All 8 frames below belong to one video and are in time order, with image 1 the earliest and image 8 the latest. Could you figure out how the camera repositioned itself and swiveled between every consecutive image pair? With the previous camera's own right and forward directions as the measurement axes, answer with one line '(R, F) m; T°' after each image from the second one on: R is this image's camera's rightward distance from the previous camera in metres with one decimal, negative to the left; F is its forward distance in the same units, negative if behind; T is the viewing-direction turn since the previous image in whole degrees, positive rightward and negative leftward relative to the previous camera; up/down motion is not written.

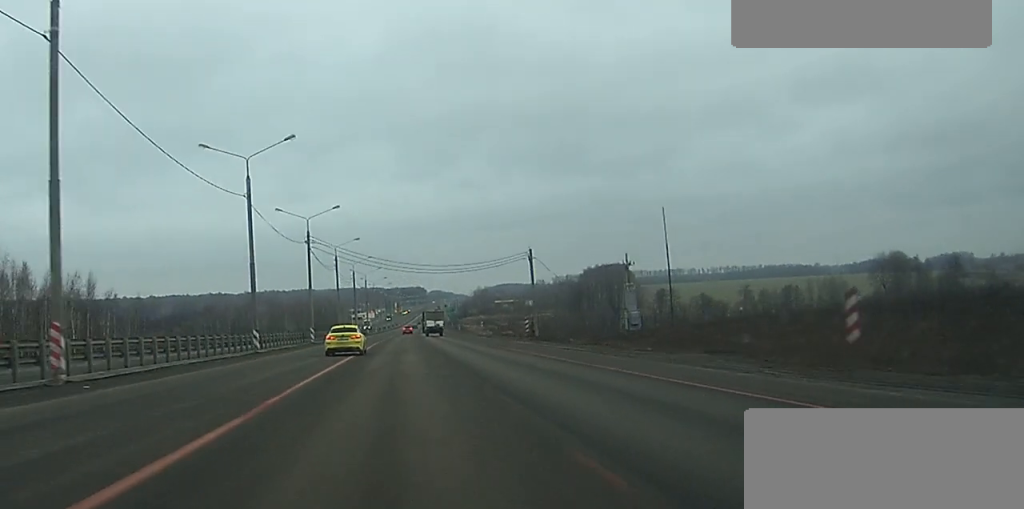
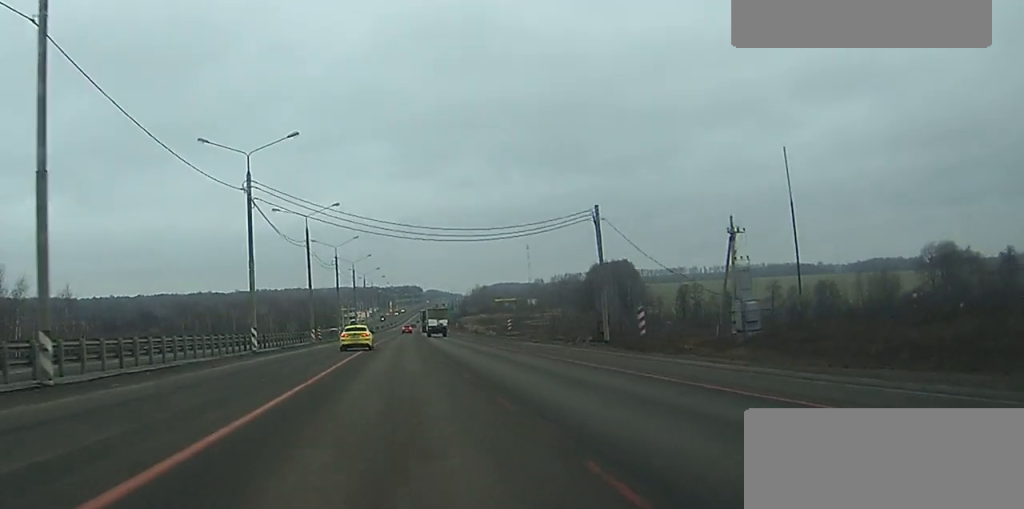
(0.0, +32.7) m; 0°
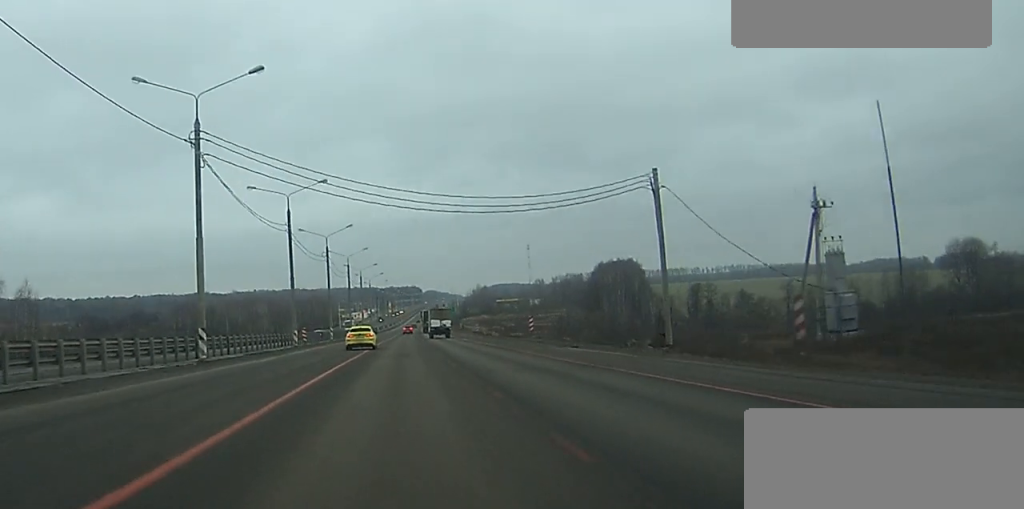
(+0.1, +14.1) m; 0°
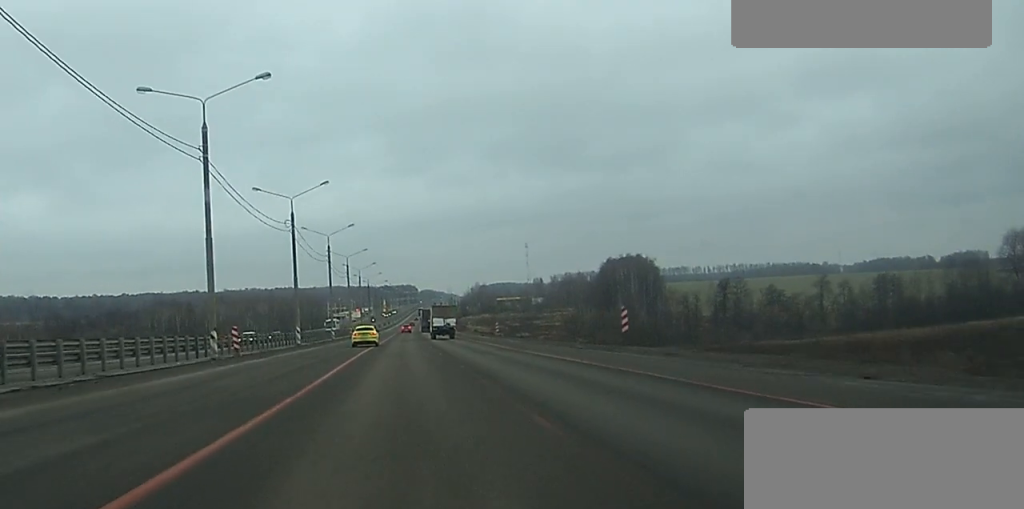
(+0.2, +30.1) m; +1°
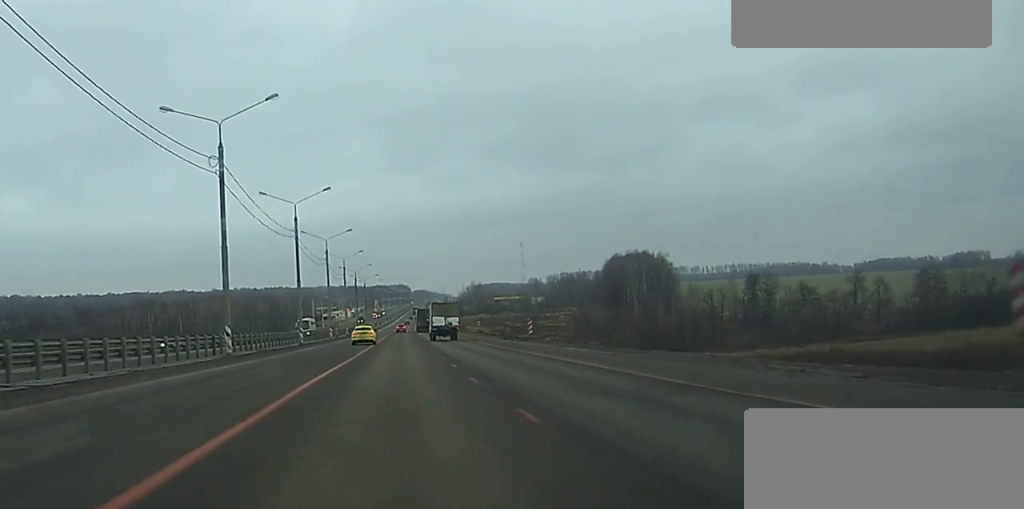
(+0.1, +27.3) m; 0°
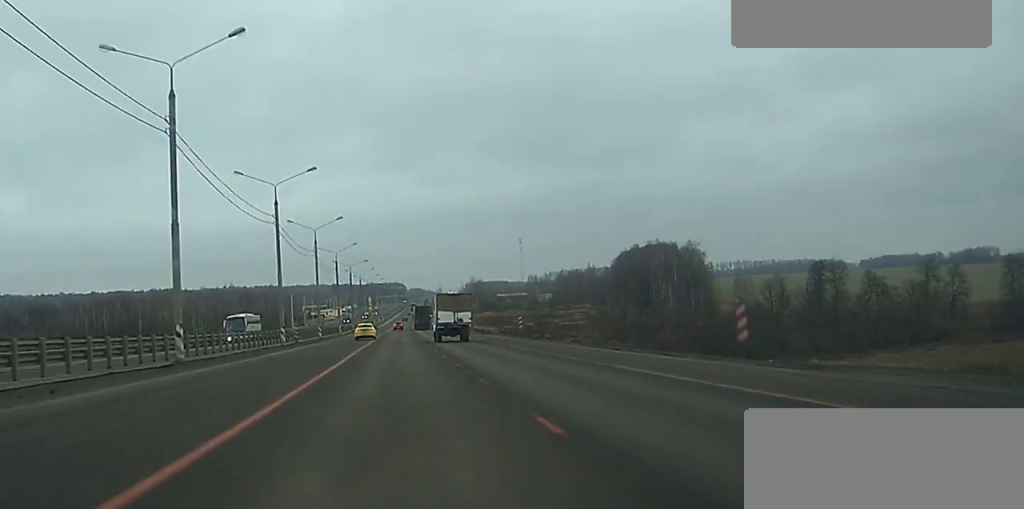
(+0.2, +41.4) m; +1°
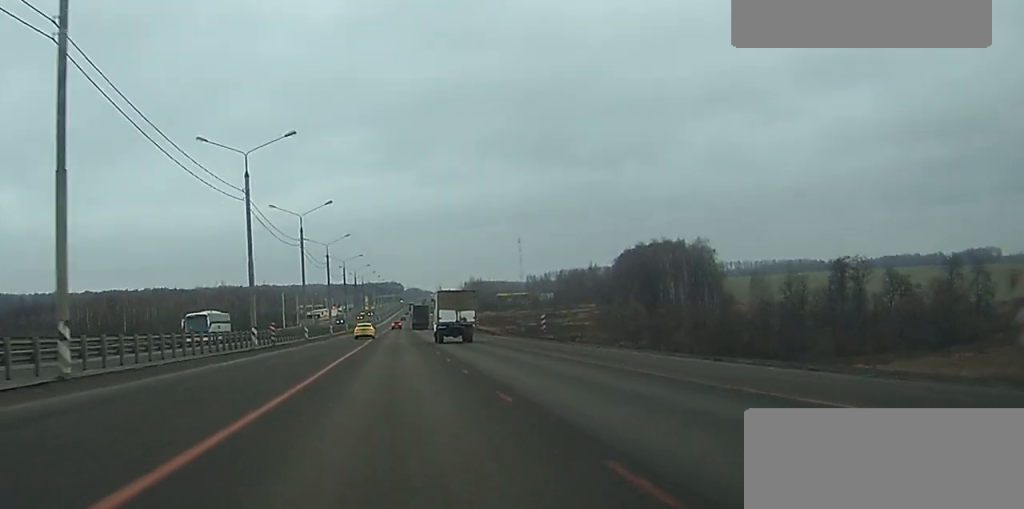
(0.0, +12.2) m; 0°
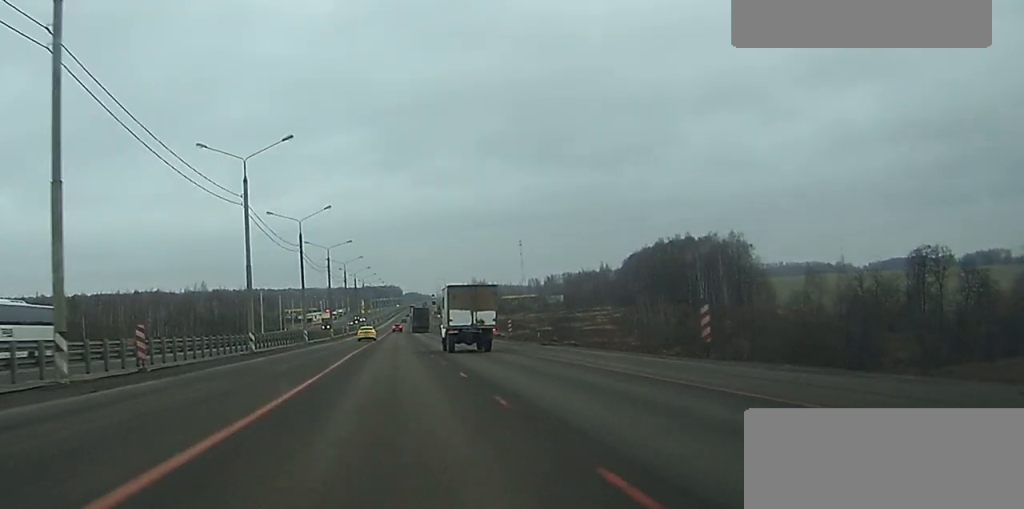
(0.0, +31.0) m; 0°
